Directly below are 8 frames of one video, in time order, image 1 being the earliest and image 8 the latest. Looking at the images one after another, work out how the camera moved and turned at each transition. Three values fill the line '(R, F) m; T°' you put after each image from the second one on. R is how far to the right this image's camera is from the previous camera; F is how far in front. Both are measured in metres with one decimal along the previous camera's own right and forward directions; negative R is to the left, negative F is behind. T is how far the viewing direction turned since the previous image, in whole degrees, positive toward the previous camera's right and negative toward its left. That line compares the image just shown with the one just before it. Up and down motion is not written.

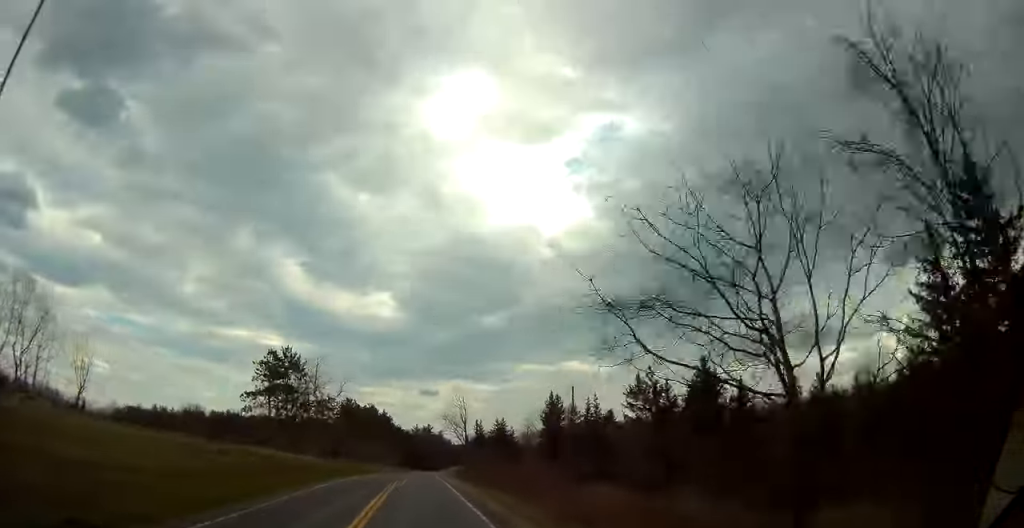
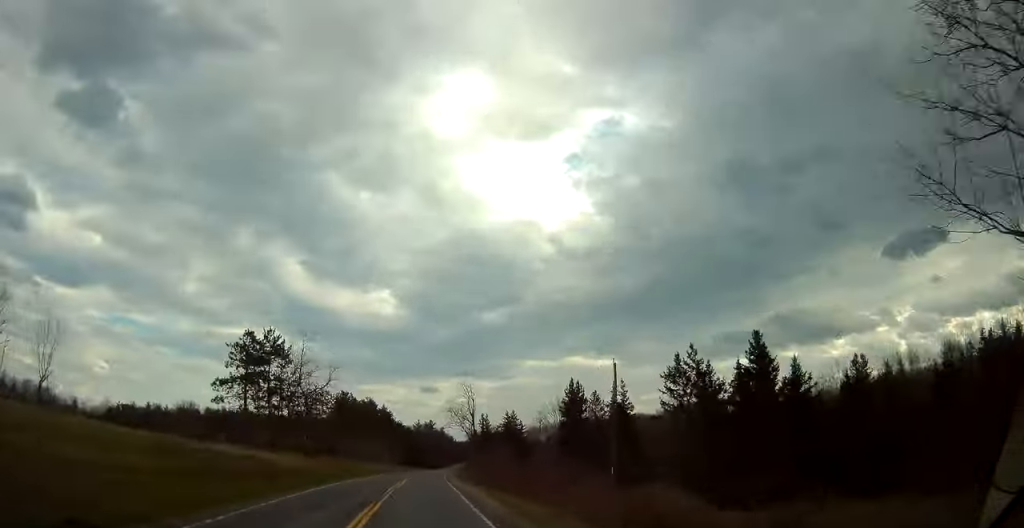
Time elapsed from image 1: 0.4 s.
(-0.1, +9.9) m; 0°
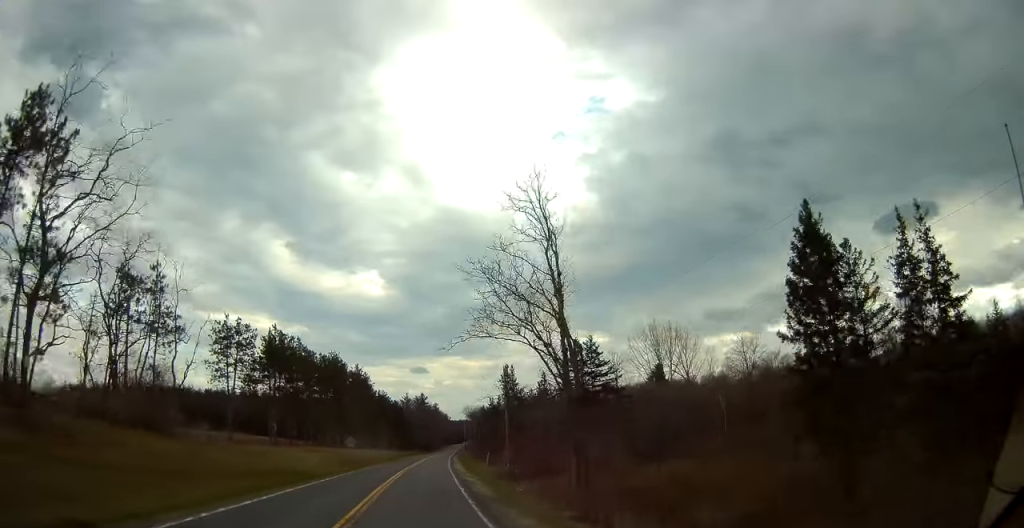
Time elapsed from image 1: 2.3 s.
(-0.3, +46.6) m; 0°
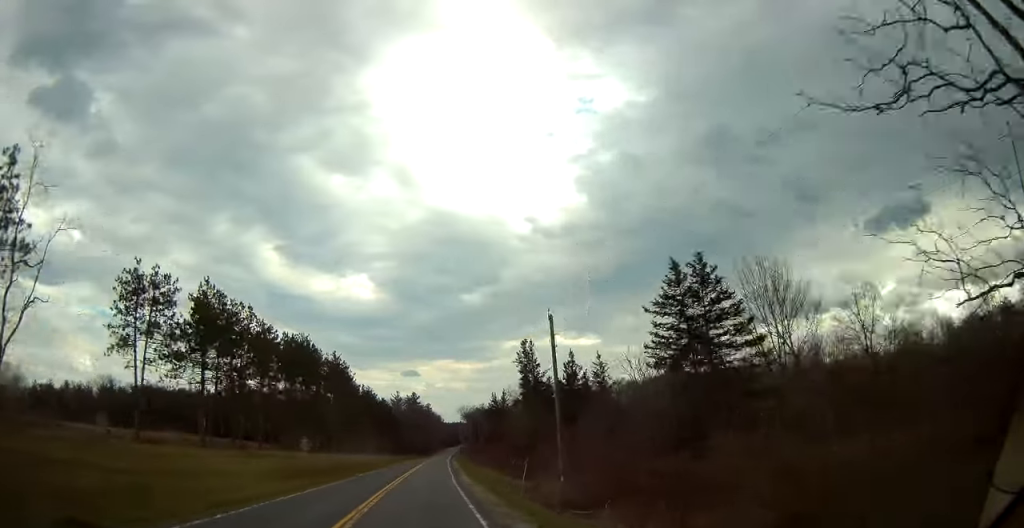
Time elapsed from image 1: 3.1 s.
(0.0, +20.0) m; 0°
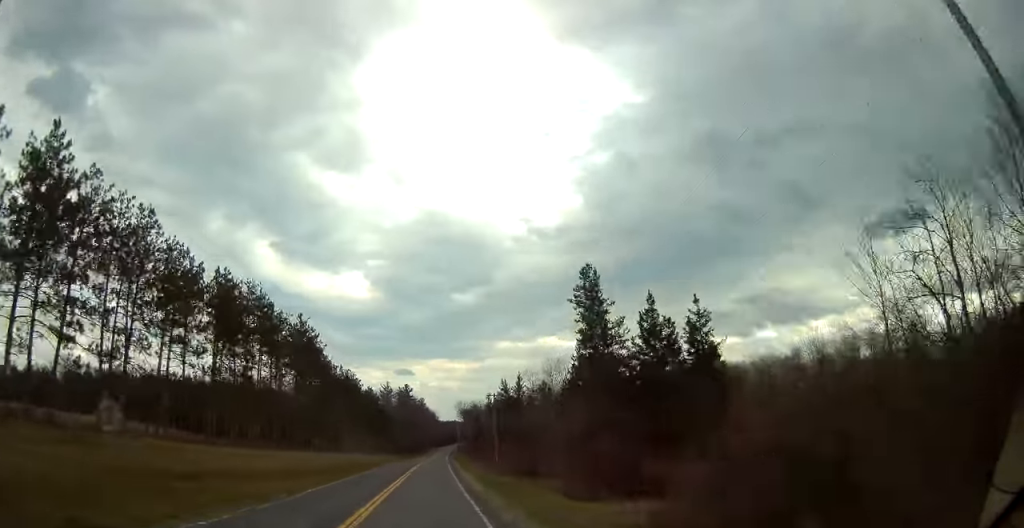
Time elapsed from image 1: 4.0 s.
(+0.1, +24.4) m; +1°
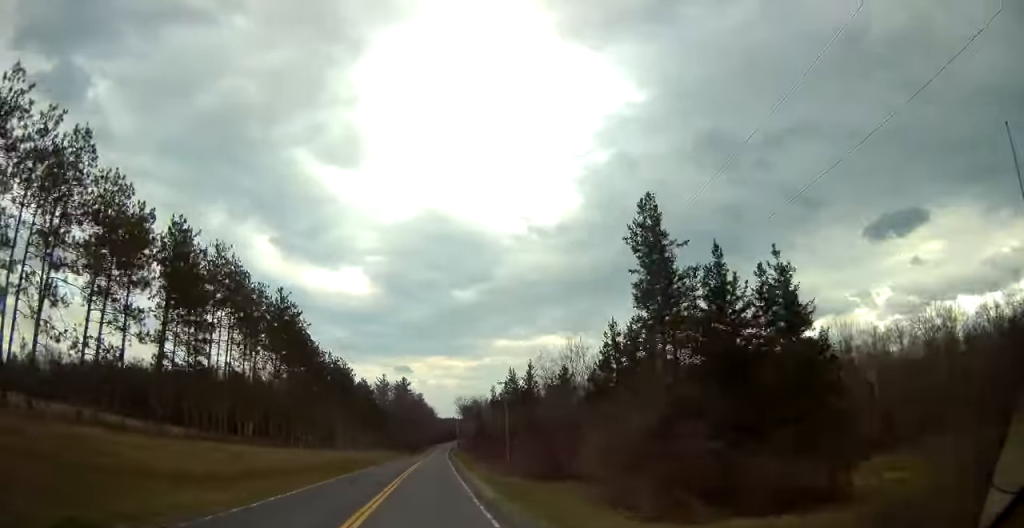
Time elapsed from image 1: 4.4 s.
(+0.1, +10.2) m; +1°
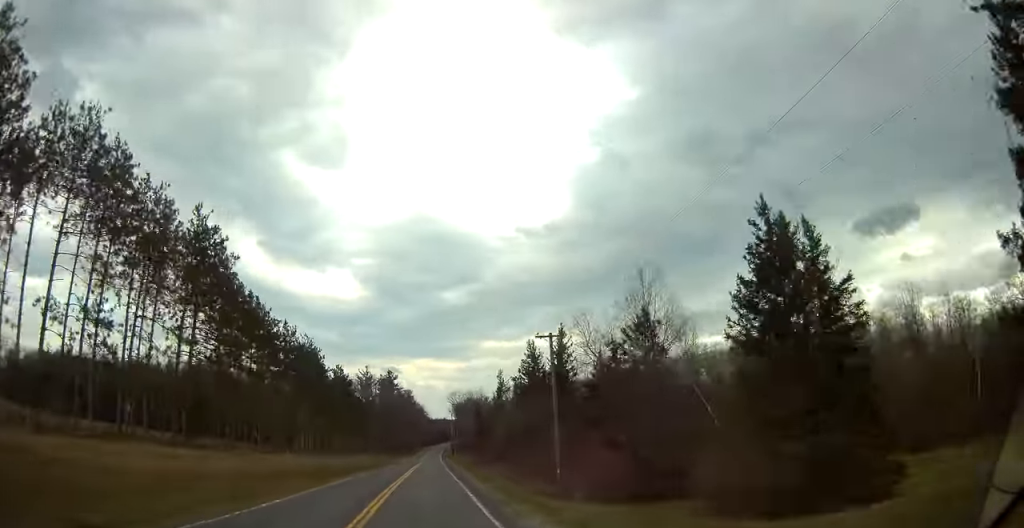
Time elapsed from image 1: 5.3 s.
(+0.3, +23.1) m; +1°
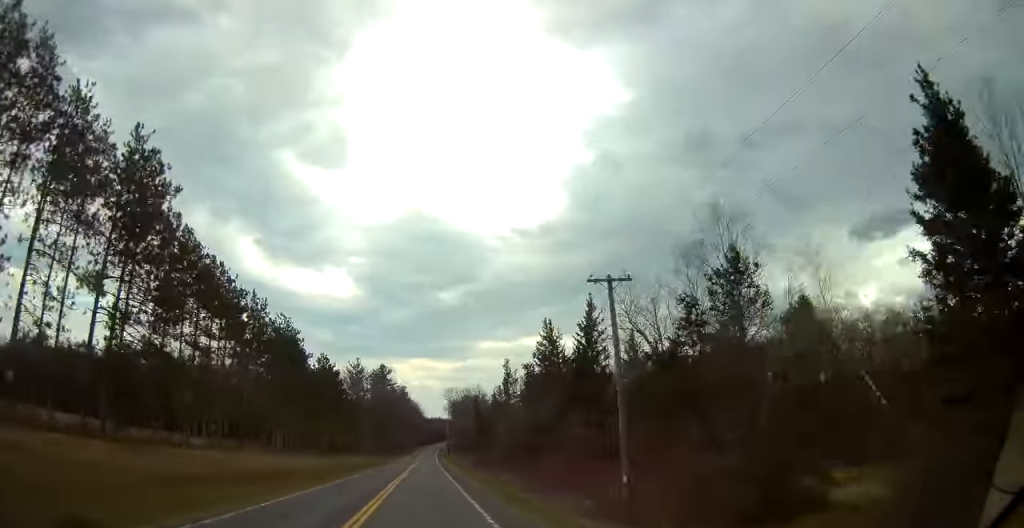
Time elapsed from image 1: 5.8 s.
(0.0, +11.2) m; +1°
